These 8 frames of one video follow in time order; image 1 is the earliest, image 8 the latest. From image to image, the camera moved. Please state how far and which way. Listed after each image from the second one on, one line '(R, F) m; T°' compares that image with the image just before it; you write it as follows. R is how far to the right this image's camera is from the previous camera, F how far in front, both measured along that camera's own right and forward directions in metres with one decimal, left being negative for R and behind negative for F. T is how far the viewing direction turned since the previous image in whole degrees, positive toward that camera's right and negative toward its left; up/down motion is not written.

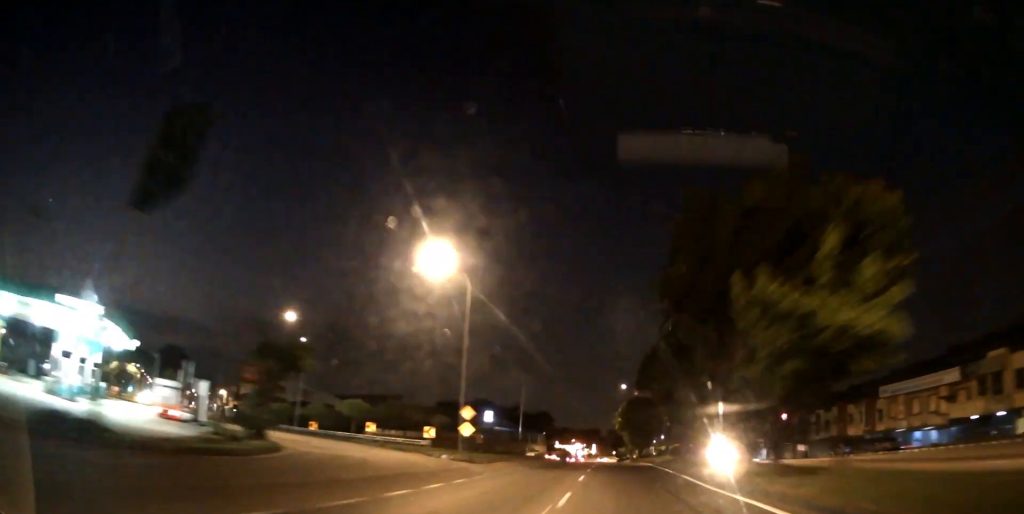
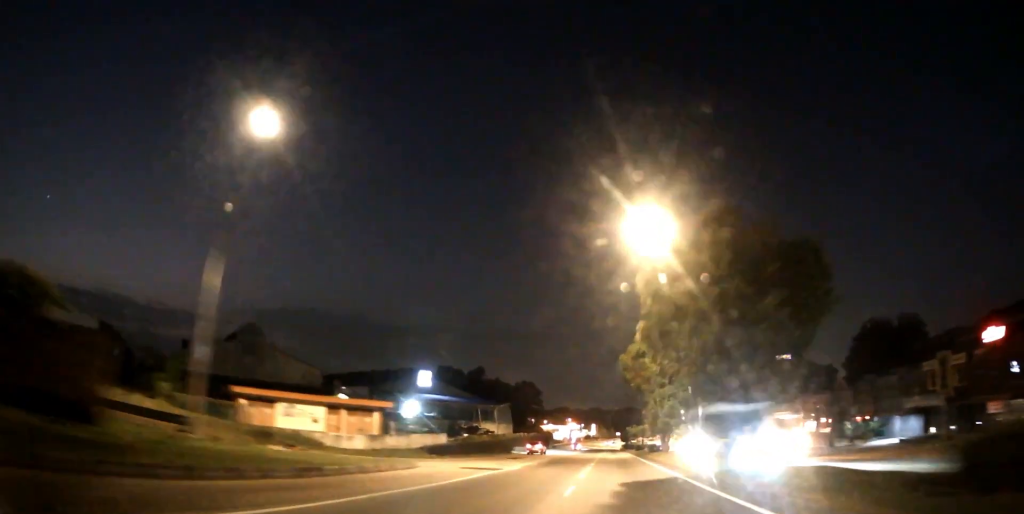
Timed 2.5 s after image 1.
(+0.4, +63.8) m; 0°
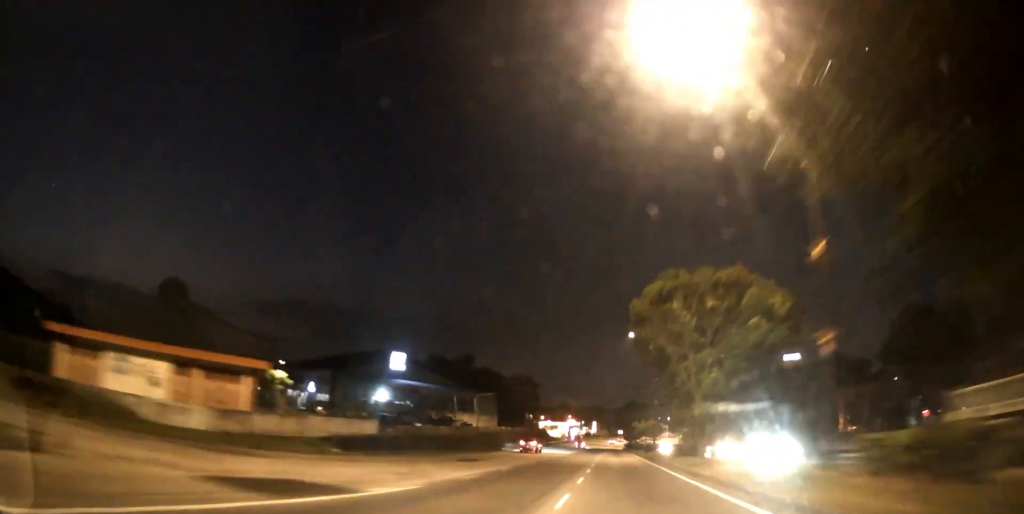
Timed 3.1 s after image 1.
(0.0, +17.1) m; 0°
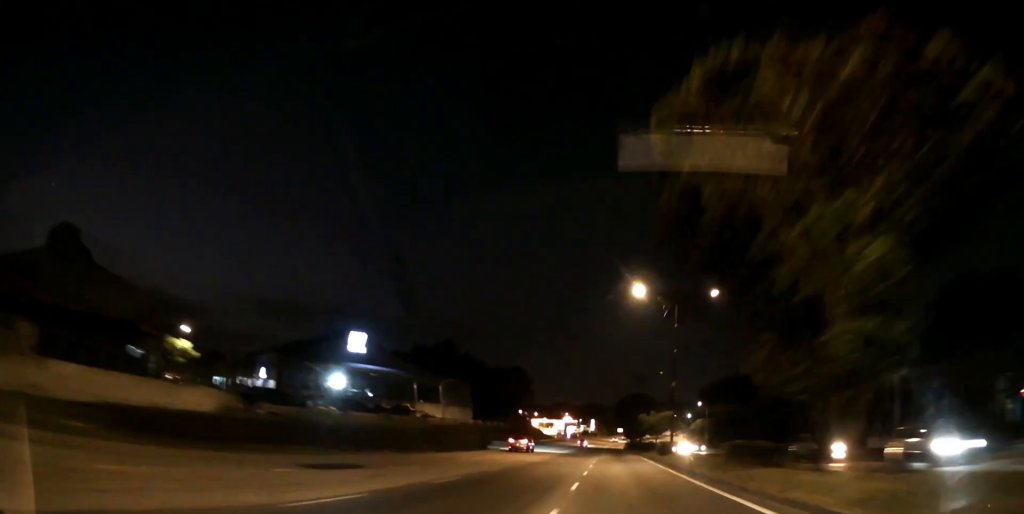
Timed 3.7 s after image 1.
(0.0, +16.7) m; 0°
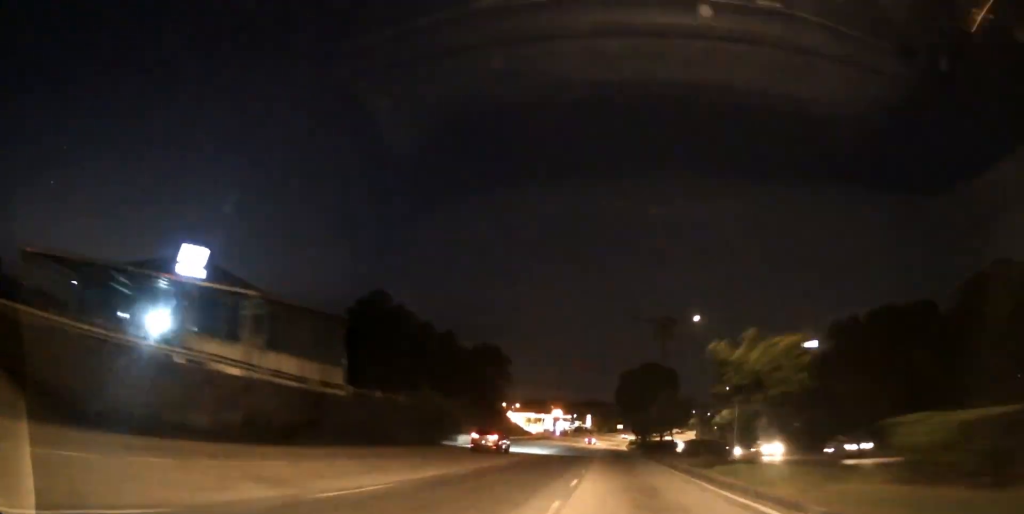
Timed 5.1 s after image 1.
(0.0, +37.9) m; 0°
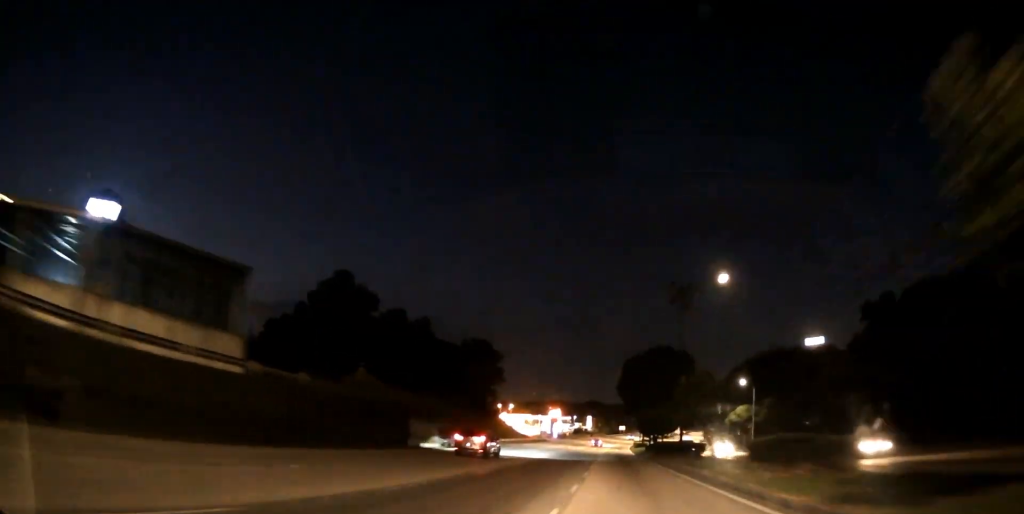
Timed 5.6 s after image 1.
(0.0, +13.0) m; 0°
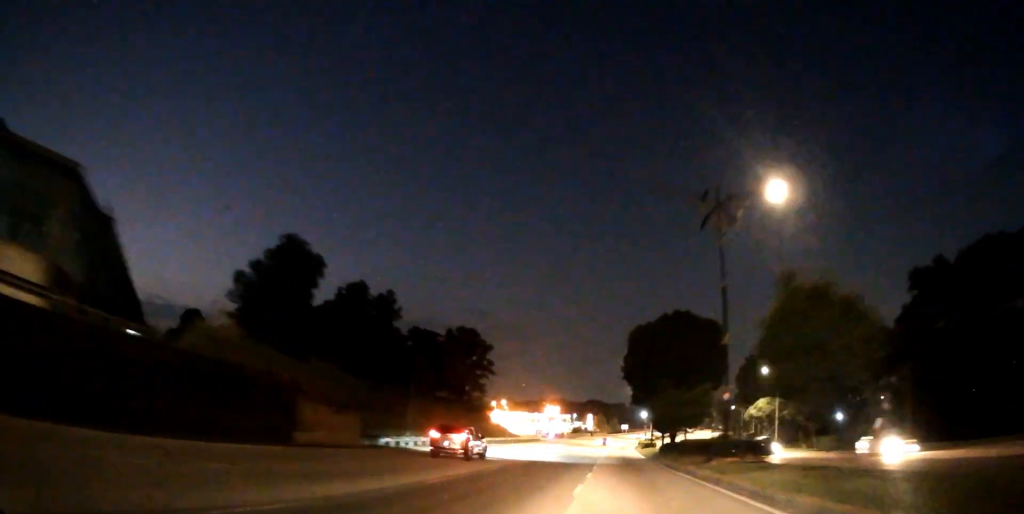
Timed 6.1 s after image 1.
(0.0, +14.0) m; 0°
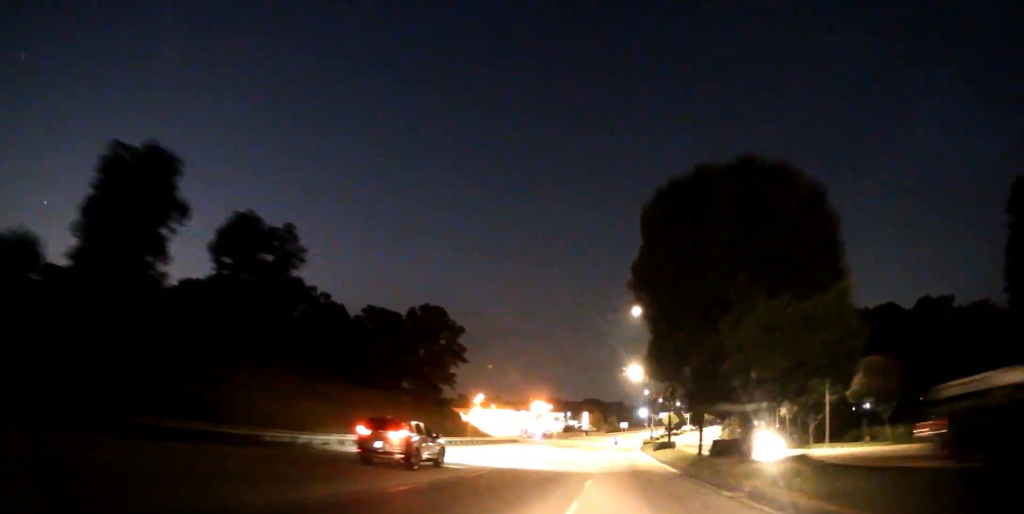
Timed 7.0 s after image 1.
(0.0, +23.7) m; 0°
